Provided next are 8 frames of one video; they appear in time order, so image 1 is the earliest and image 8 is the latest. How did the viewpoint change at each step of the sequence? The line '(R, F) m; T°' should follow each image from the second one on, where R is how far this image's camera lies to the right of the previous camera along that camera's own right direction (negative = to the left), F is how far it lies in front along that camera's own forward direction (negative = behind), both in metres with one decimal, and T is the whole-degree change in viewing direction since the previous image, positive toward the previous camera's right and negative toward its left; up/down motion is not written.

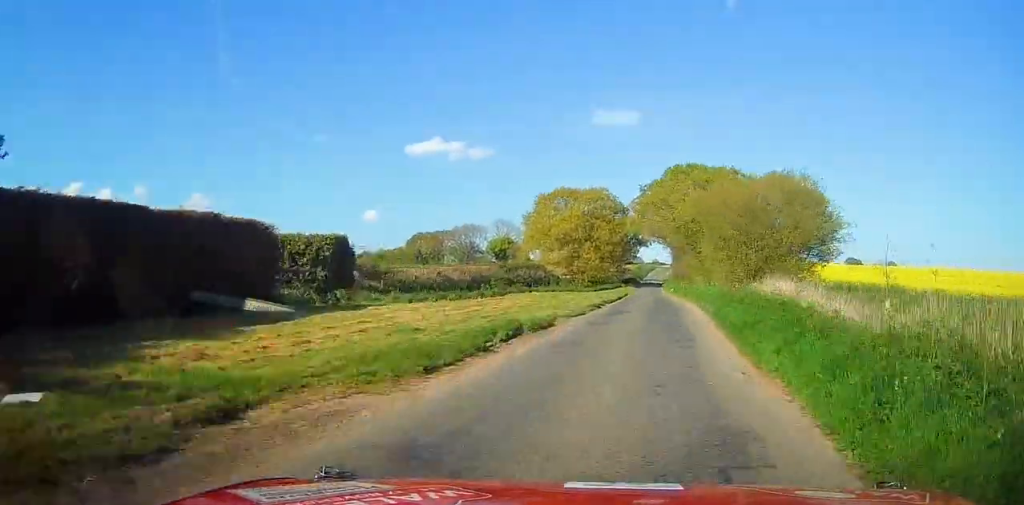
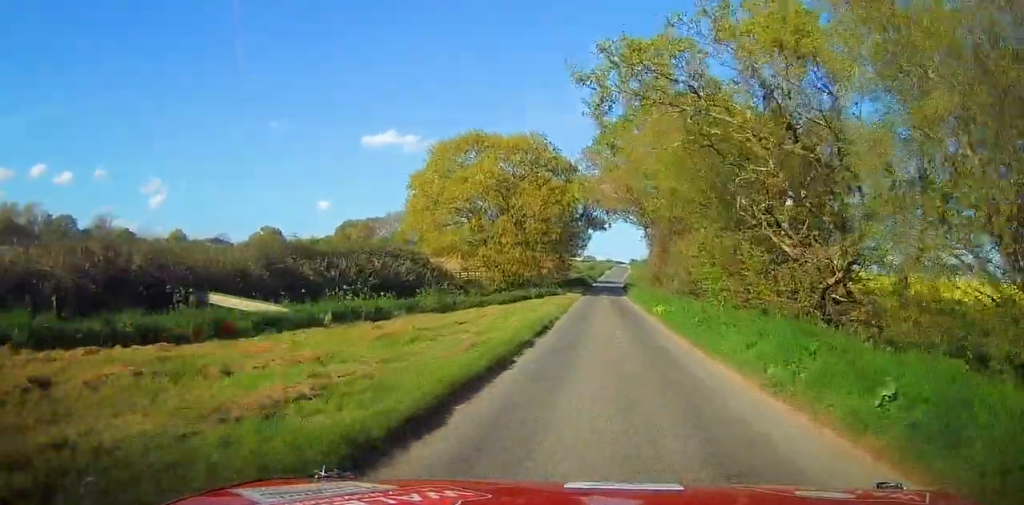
(+2.0, +28.0) m; +6°
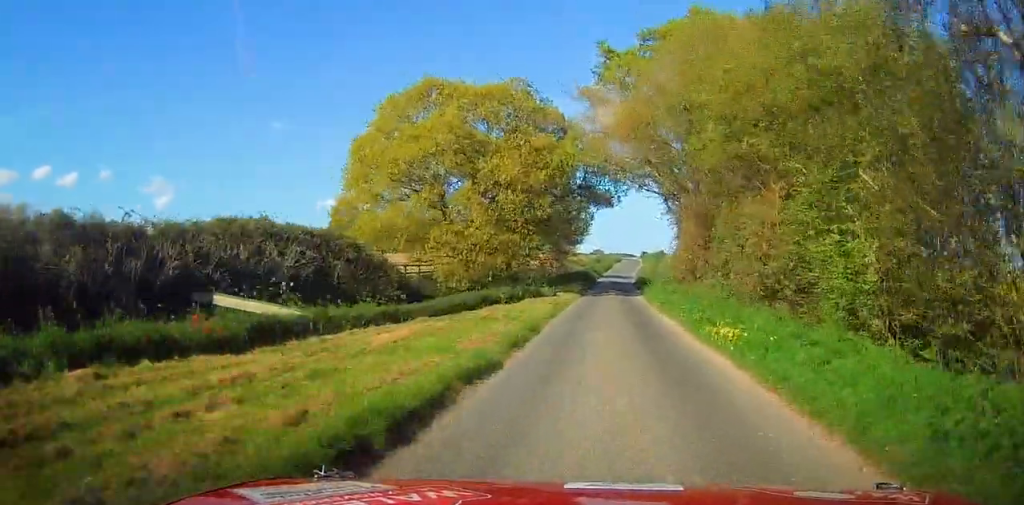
(+0.2, +11.8) m; +1°
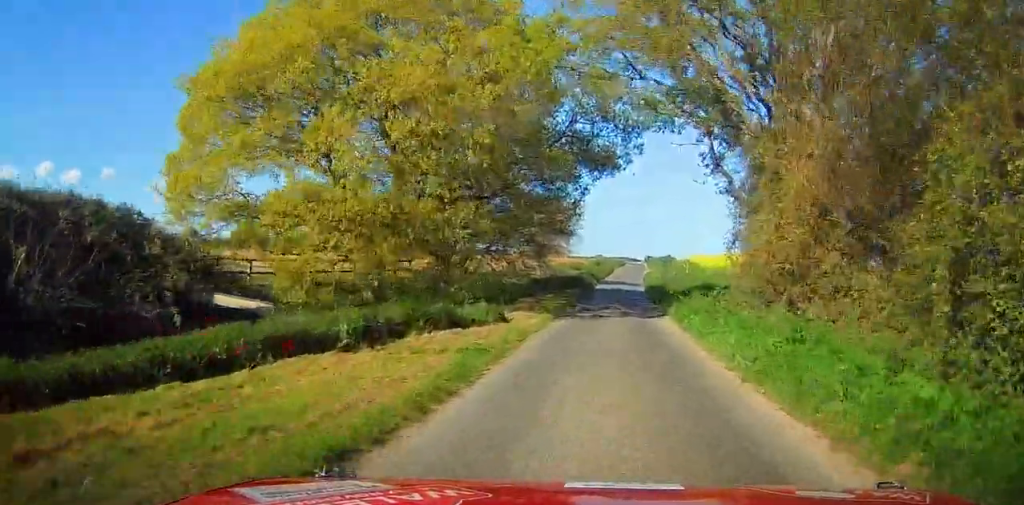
(+0.1, +14.1) m; 0°
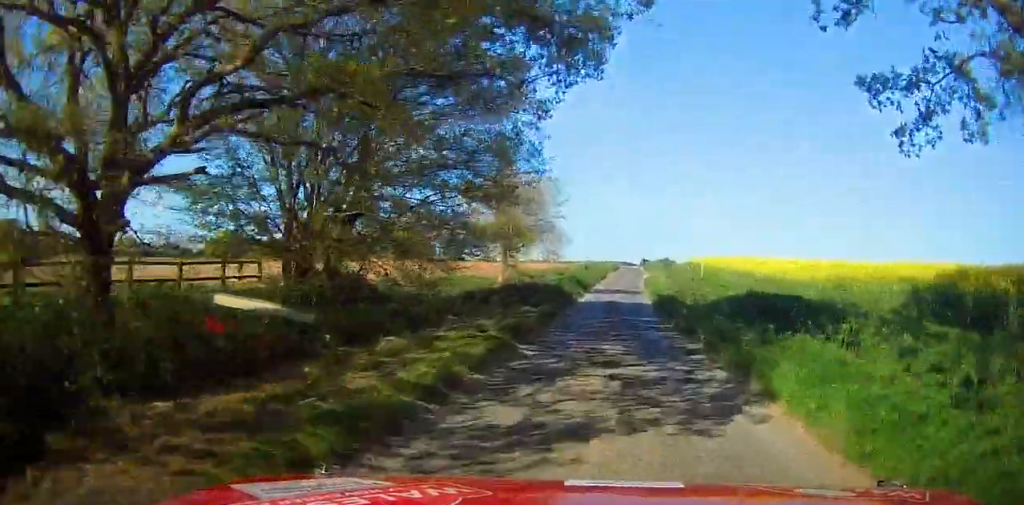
(0.0, +12.9) m; 0°
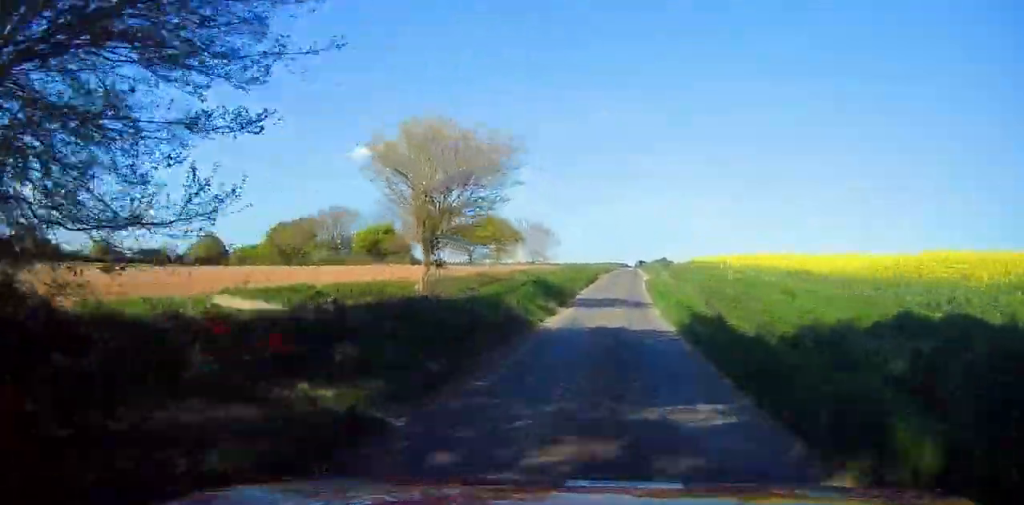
(0.0, +12.8) m; 0°
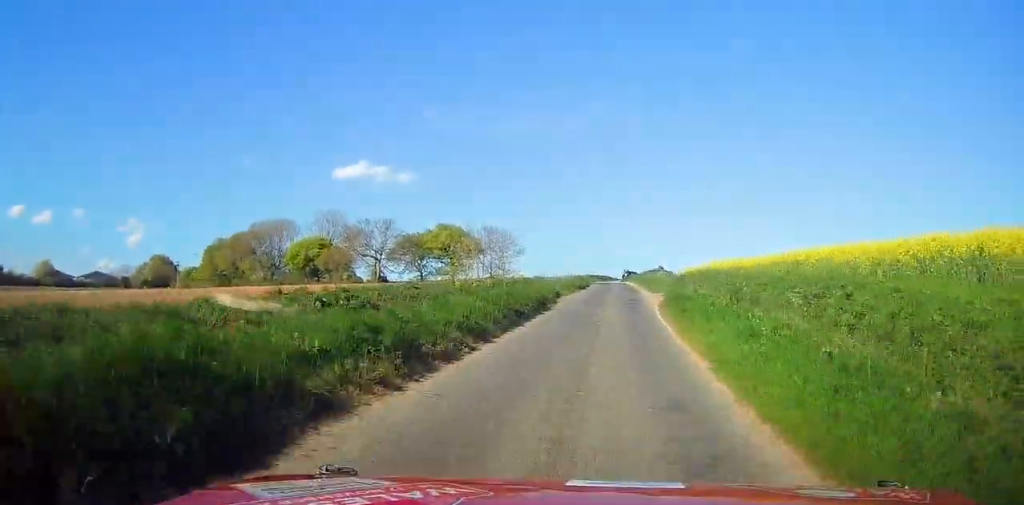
(+0.1, +25.9) m; +1°
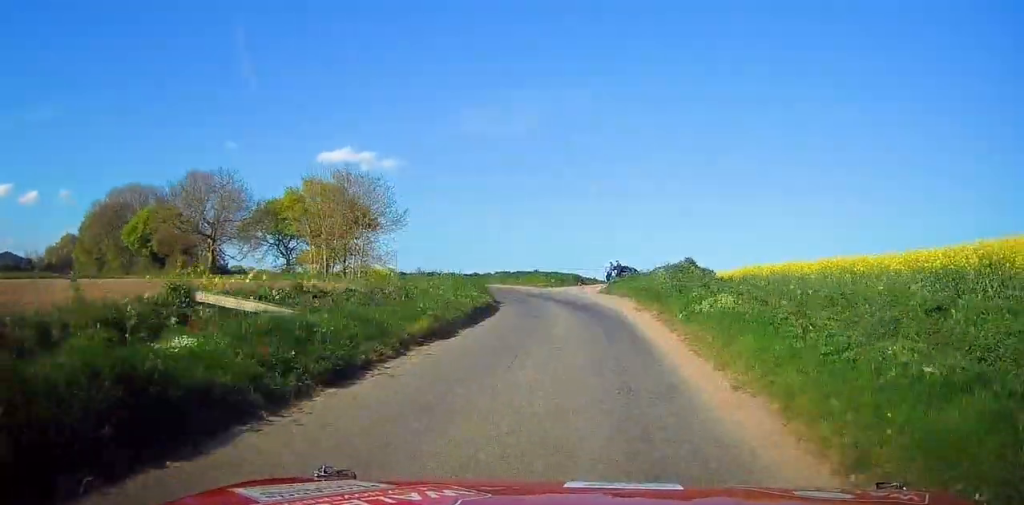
(+0.2, +48.3) m; -1°
